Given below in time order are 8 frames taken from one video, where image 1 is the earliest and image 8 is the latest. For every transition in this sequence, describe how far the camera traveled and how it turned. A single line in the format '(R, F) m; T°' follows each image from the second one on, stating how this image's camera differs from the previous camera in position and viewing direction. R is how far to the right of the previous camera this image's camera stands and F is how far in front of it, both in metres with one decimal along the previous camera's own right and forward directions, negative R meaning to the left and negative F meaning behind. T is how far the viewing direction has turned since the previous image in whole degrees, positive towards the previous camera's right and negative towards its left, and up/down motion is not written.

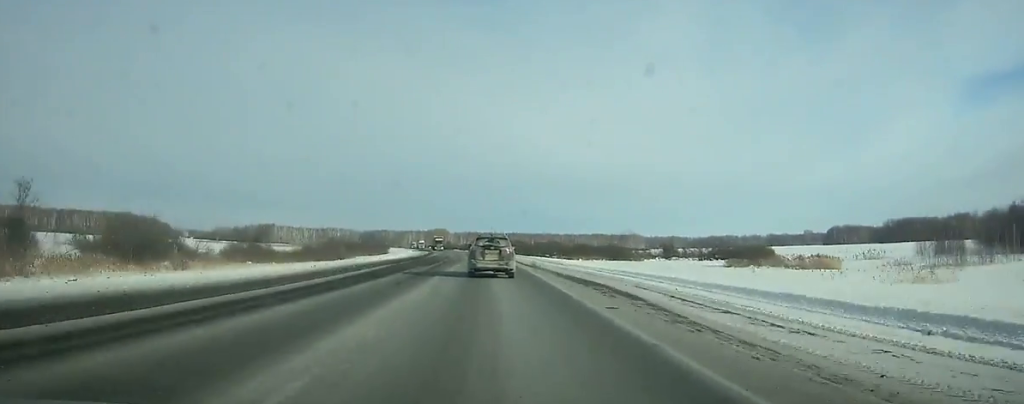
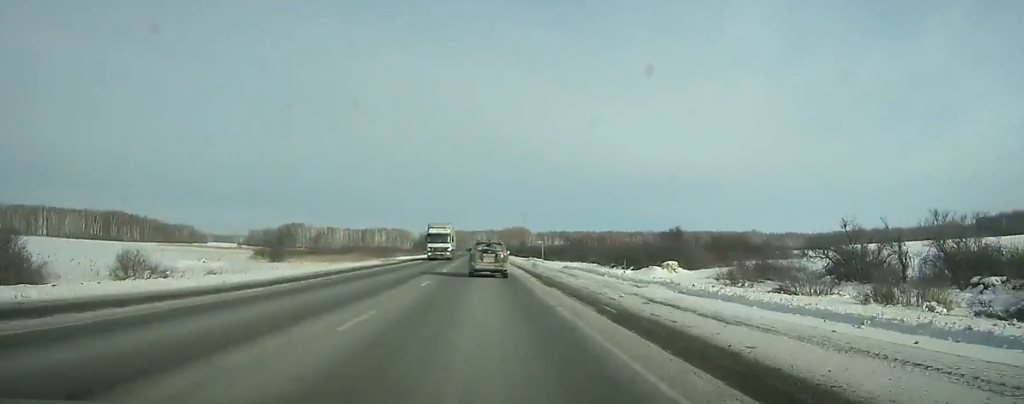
(-9.1, +162.0) m; -7°
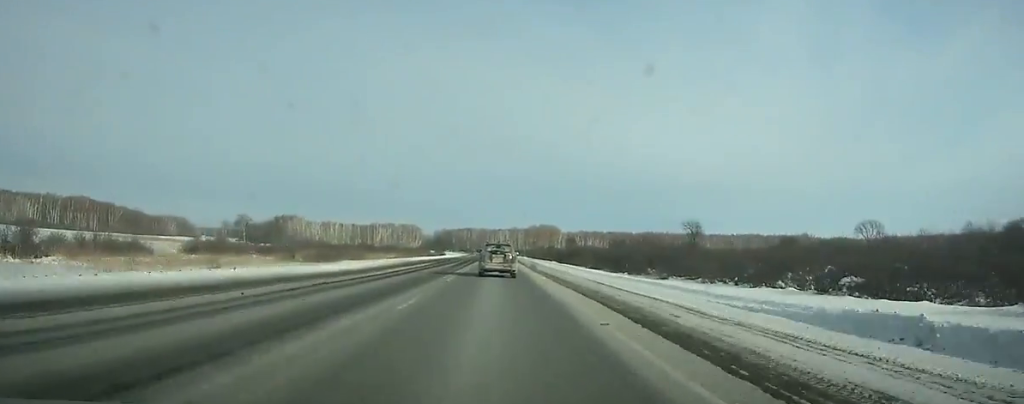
(-1.8, +80.6) m; -2°
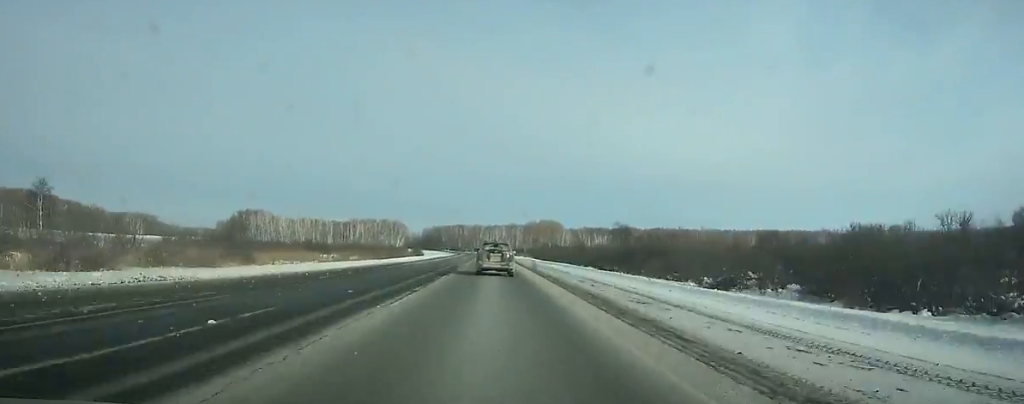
(-0.2, +59.0) m; 0°
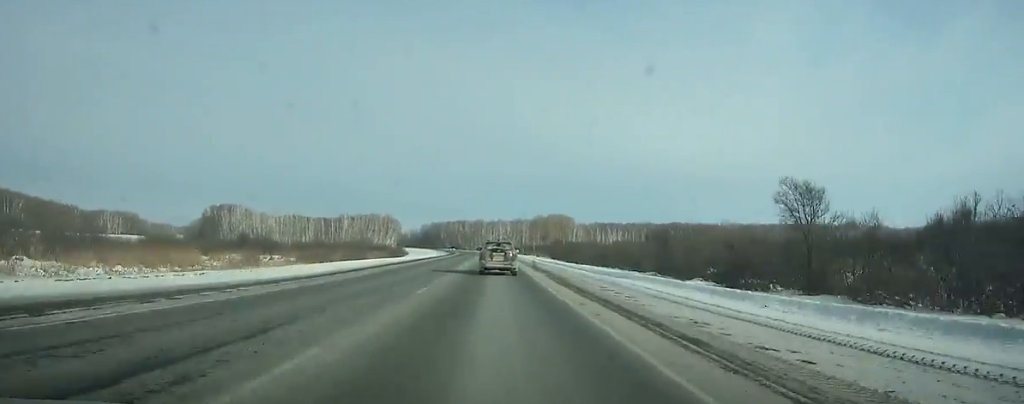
(0.0, +44.3) m; 0°
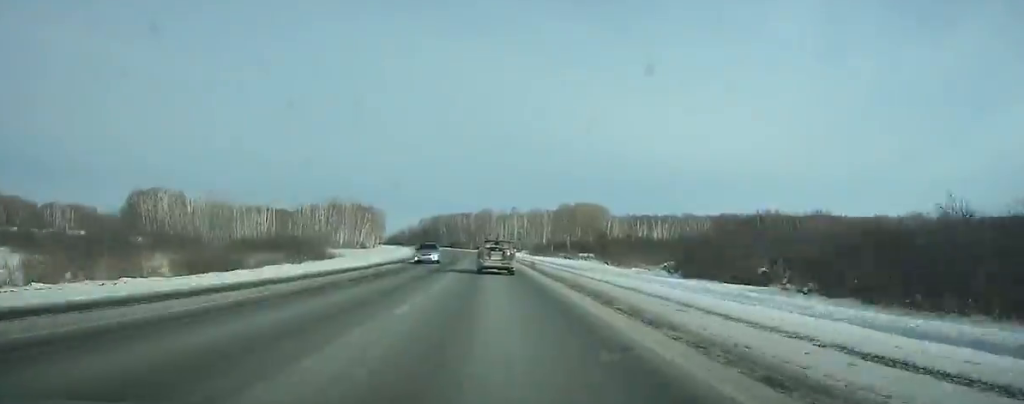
(-0.8, +88.9) m; -2°
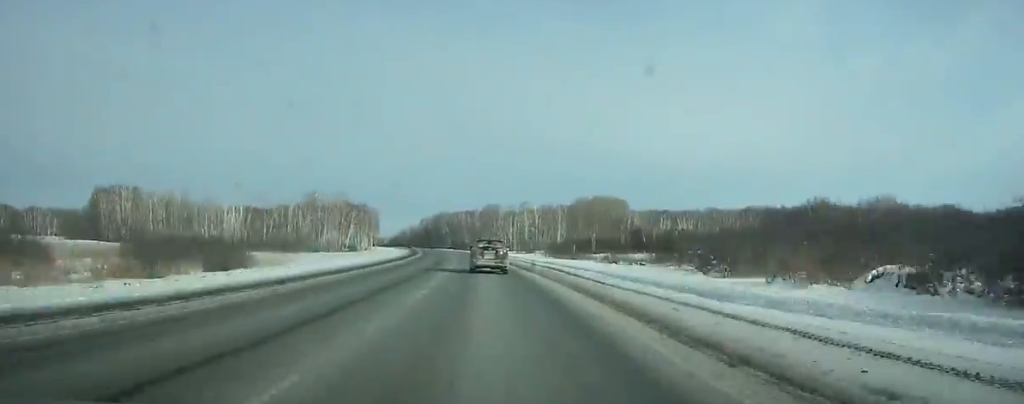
(+0.1, +32.0) m; -1°
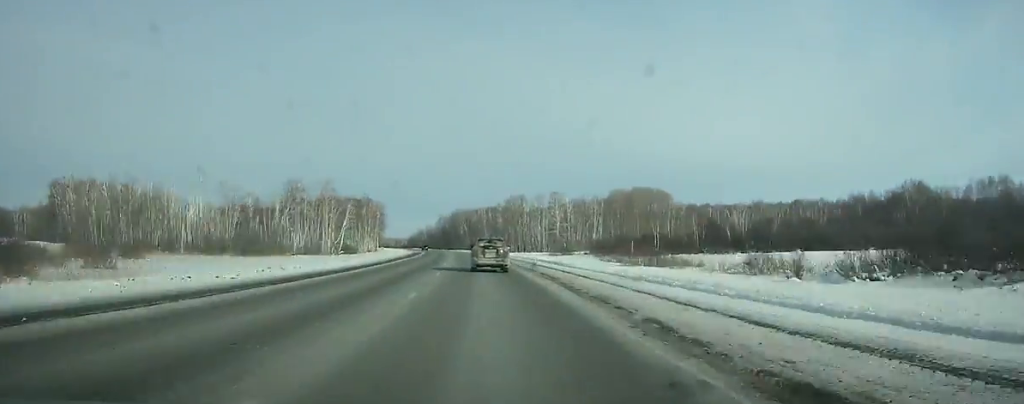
(-0.6, +37.0) m; -2°
